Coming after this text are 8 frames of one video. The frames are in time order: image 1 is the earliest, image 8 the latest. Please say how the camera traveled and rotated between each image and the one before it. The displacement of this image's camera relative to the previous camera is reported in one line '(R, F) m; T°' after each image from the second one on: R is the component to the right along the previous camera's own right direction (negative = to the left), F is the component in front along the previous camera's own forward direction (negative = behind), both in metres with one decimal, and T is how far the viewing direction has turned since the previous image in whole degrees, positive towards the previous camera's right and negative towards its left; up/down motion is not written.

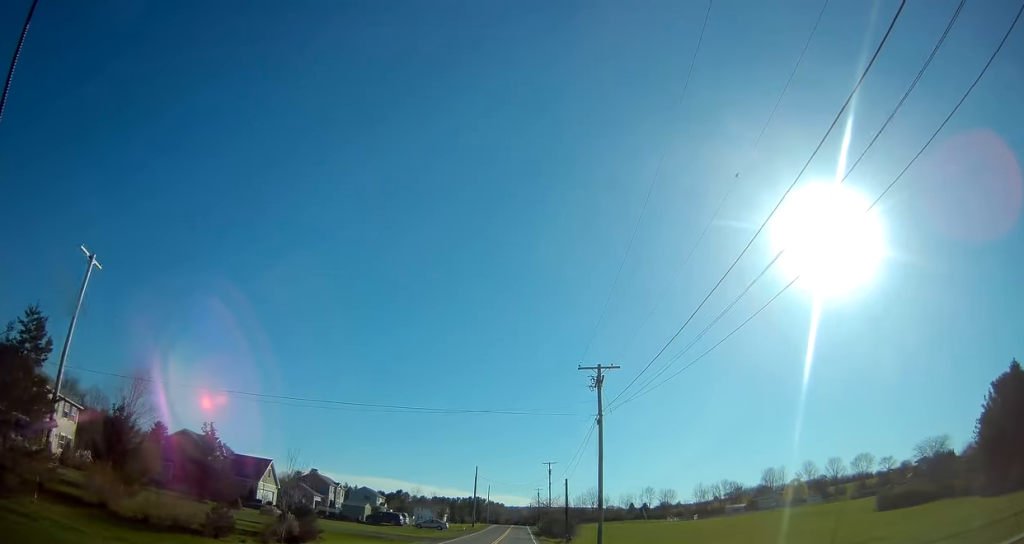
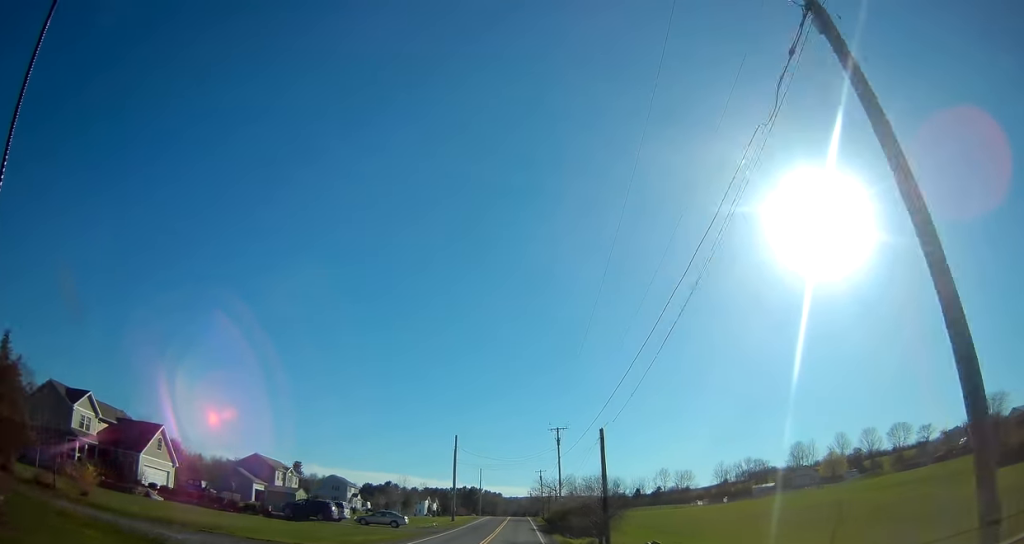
(0.0, +28.9) m; 0°
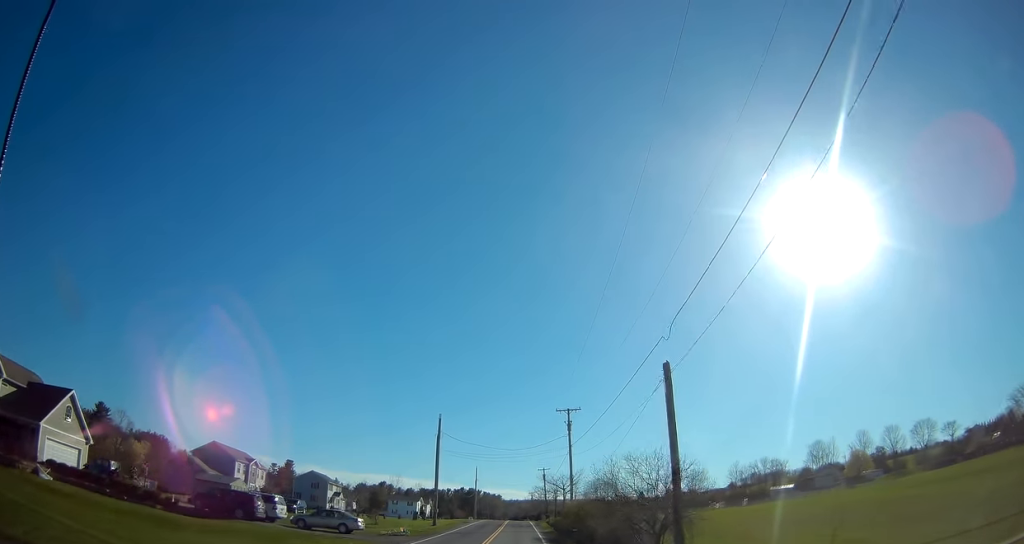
(+0.1, +15.3) m; 0°
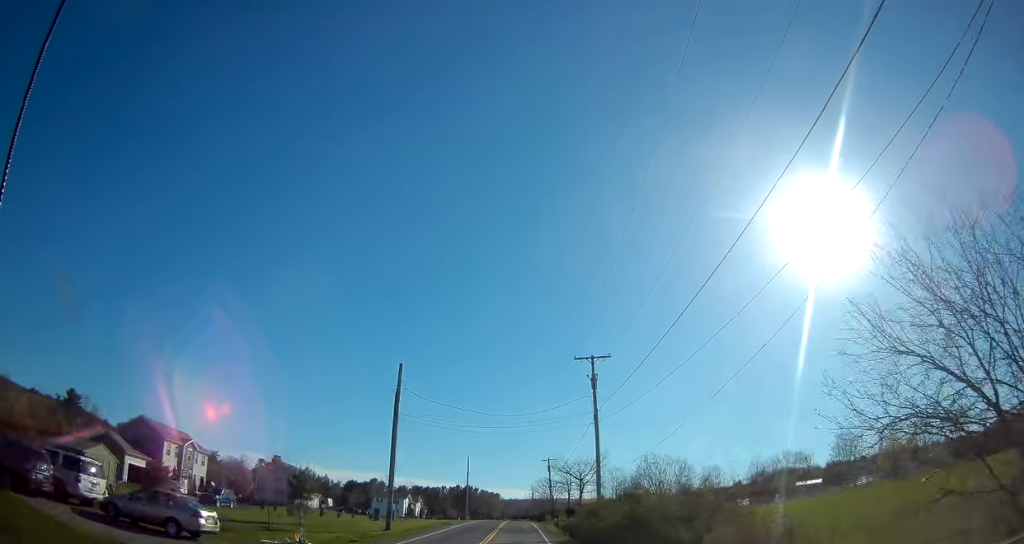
(-0.4, +19.5) m; 0°
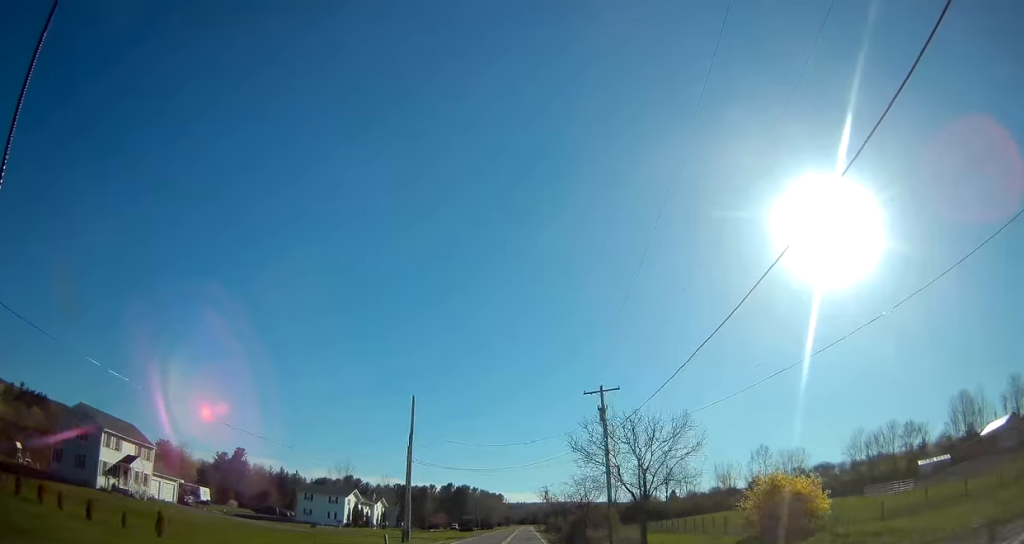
(+0.3, +58.5) m; 0°
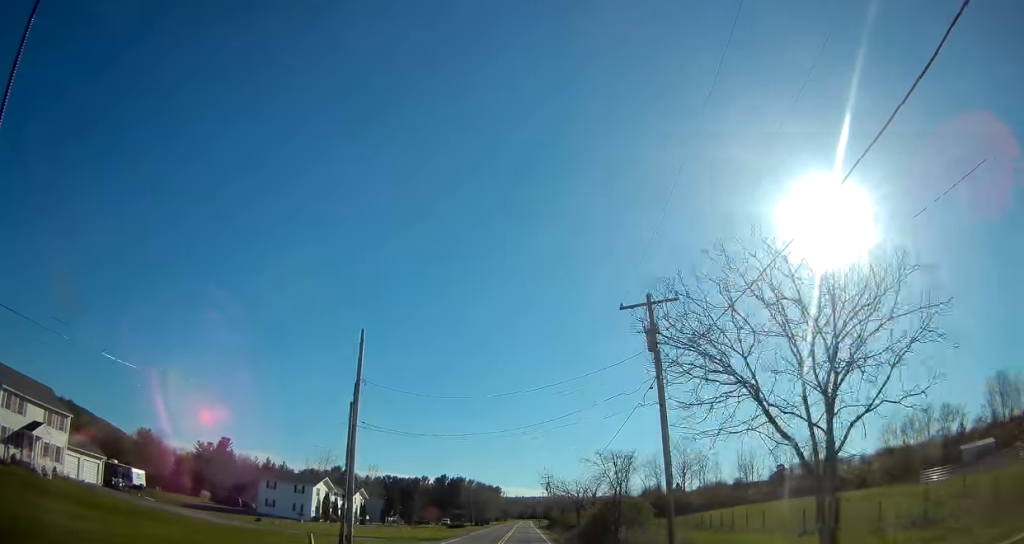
(-0.2, +15.4) m; 0°
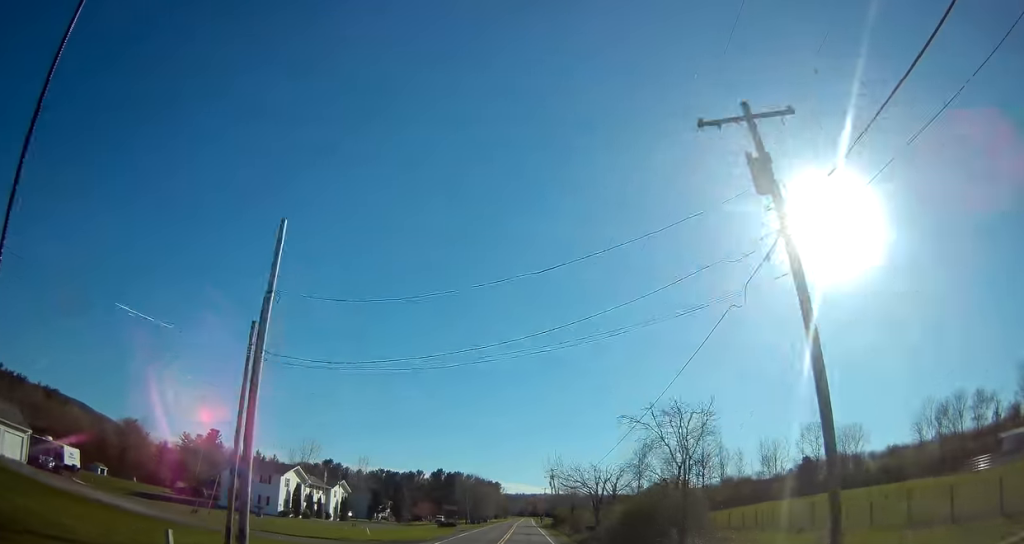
(+0.3, +12.2) m; 0°
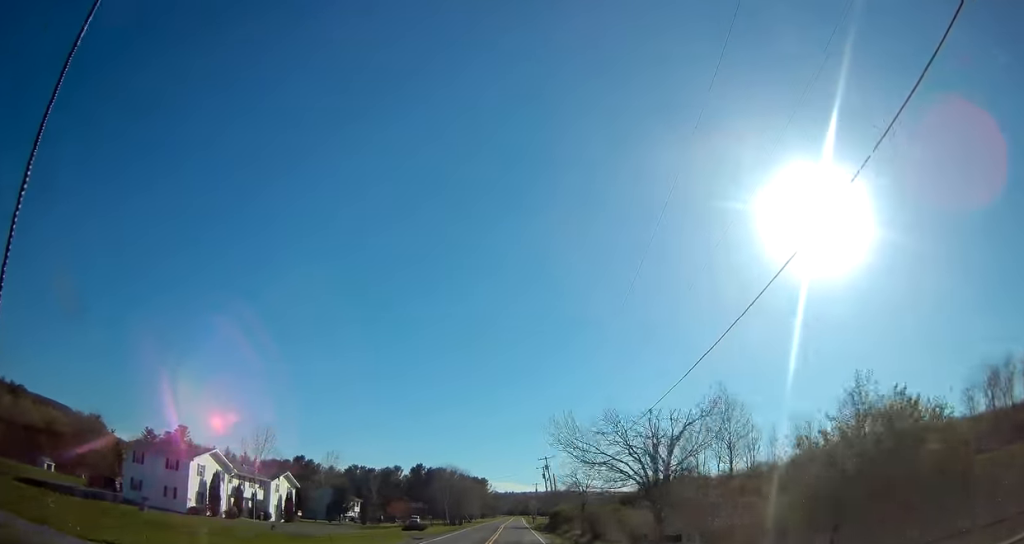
(+0.1, +19.6) m; 0°
